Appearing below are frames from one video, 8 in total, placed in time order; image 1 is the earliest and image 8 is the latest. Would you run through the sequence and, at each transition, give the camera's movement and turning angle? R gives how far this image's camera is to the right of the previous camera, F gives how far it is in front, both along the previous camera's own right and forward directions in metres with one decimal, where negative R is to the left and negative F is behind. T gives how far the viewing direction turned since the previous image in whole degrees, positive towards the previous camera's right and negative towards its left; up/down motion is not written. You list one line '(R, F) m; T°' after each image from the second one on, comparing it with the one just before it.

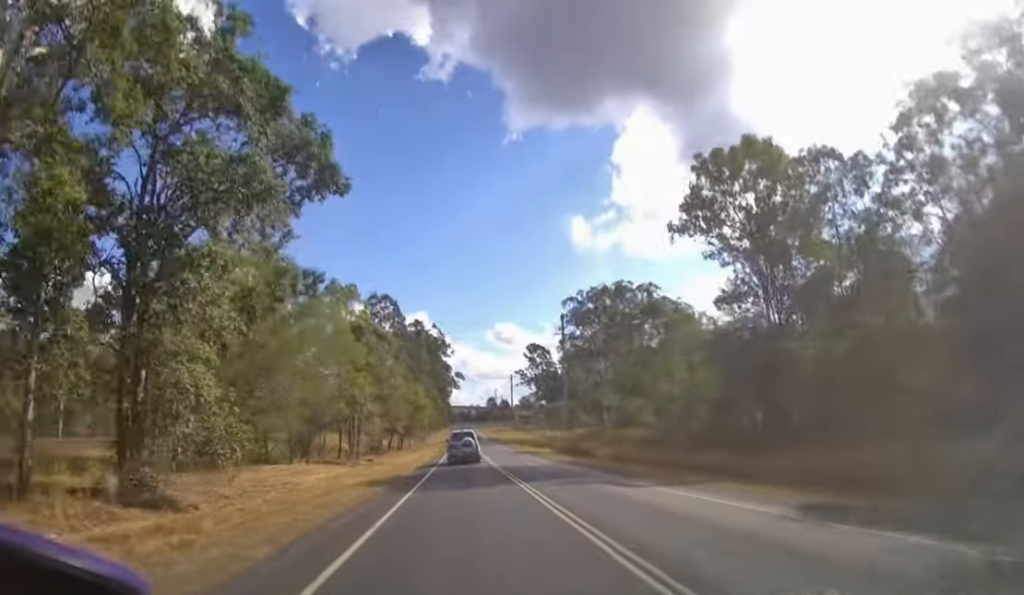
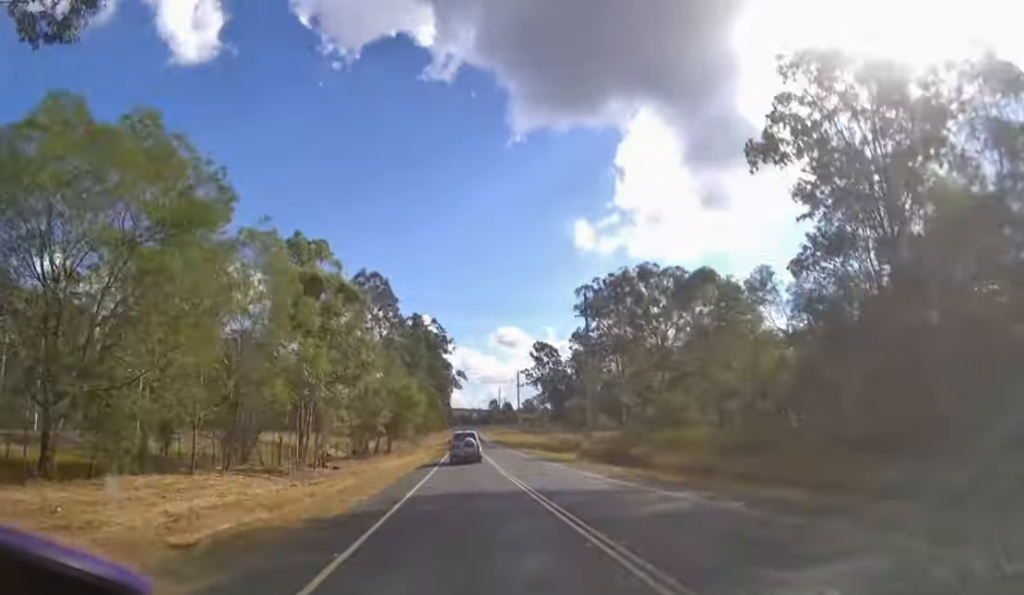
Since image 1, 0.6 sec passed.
(-0.1, +12.1) m; 0°
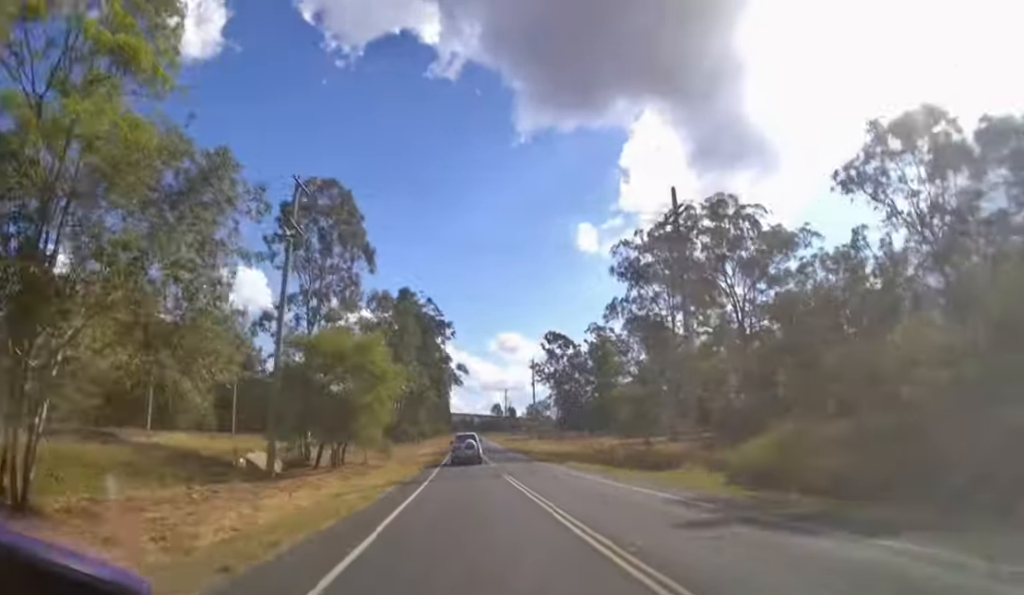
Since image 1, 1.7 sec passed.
(0.0, +23.5) m; 0°
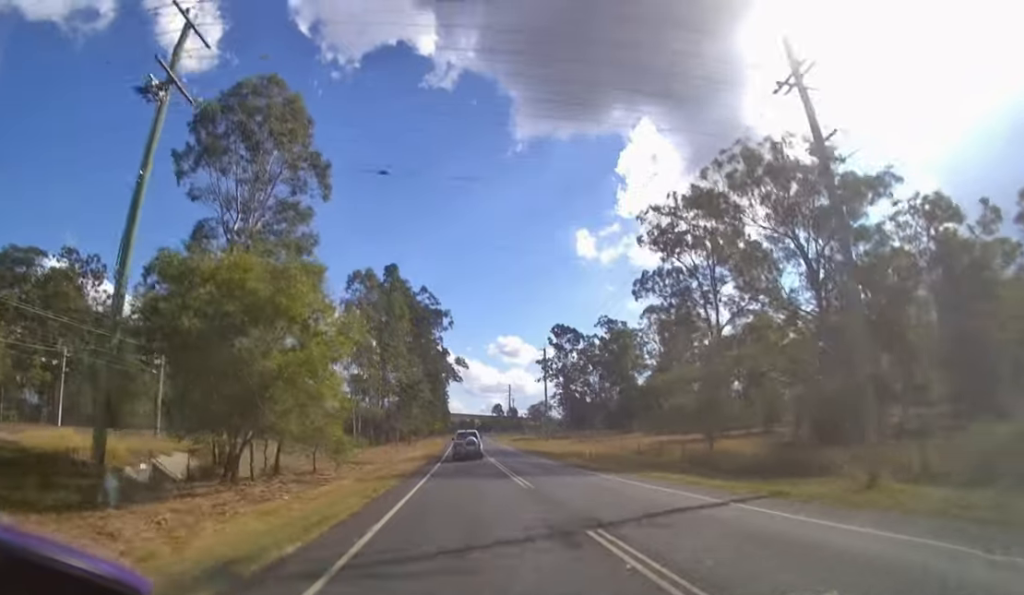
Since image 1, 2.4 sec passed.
(0.0, +13.0) m; 0°
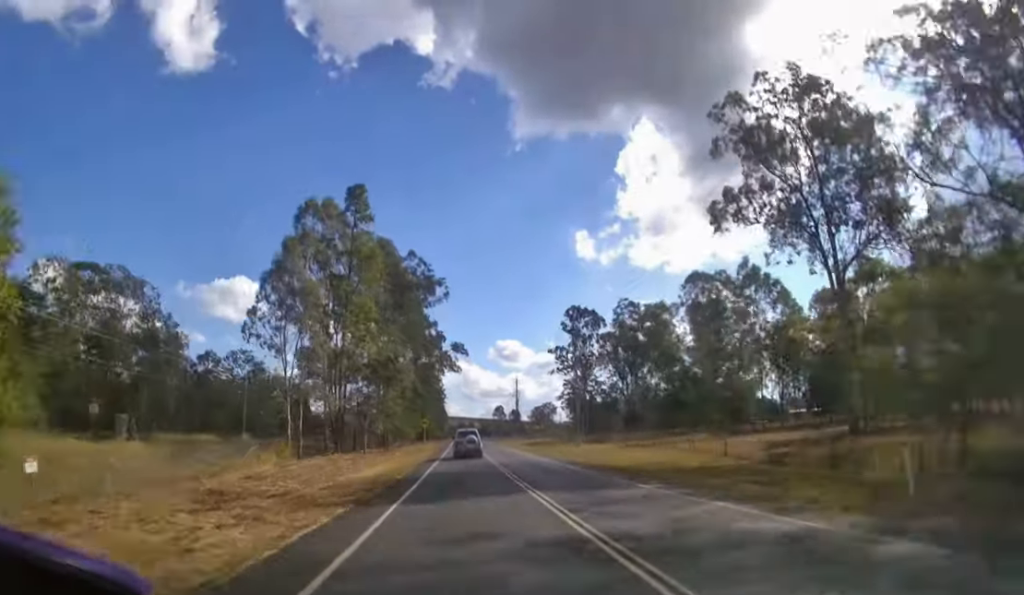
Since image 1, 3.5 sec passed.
(0.0, +18.5) m; 0°
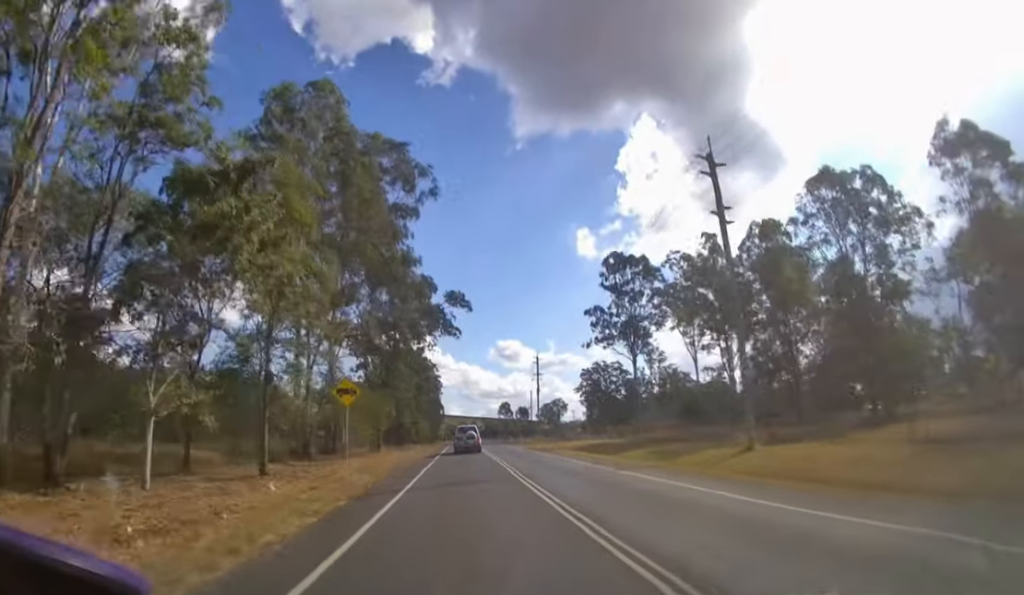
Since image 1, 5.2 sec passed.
(-0.1, +29.5) m; 0°
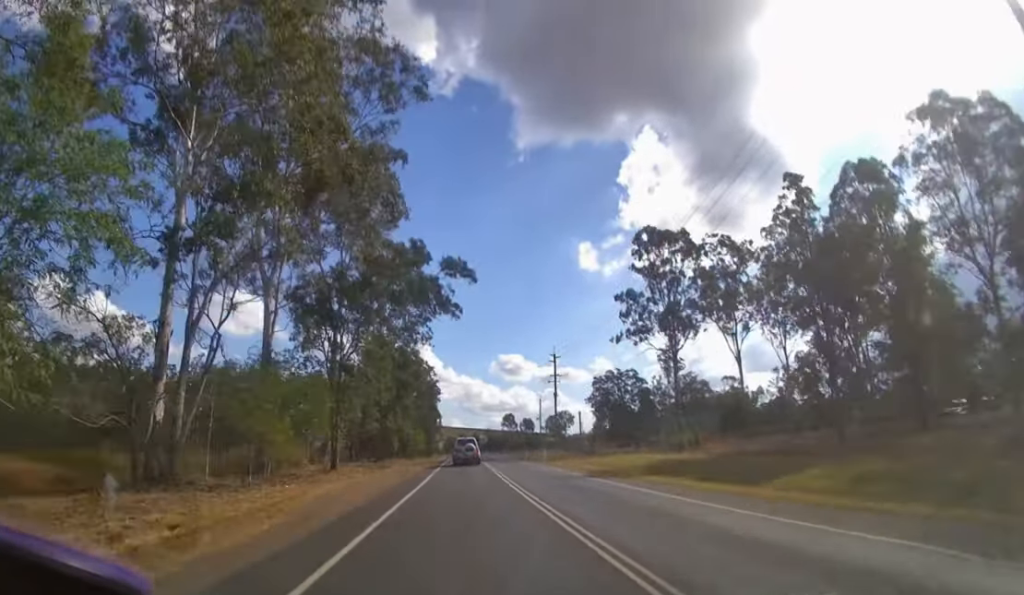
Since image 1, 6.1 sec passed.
(0.0, +15.1) m; 0°
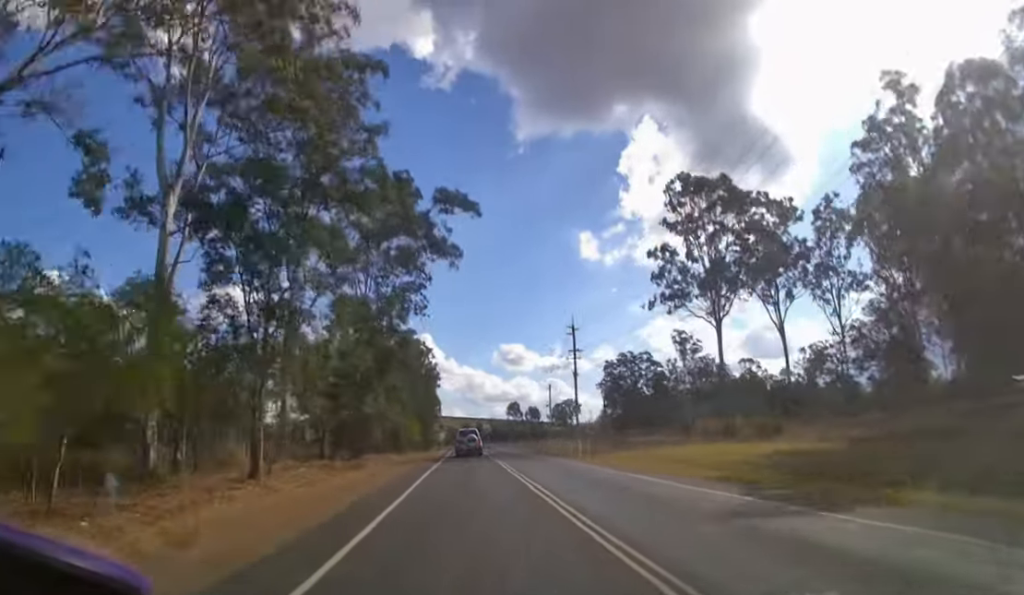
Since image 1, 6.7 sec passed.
(0.0, +11.7) m; 0°
